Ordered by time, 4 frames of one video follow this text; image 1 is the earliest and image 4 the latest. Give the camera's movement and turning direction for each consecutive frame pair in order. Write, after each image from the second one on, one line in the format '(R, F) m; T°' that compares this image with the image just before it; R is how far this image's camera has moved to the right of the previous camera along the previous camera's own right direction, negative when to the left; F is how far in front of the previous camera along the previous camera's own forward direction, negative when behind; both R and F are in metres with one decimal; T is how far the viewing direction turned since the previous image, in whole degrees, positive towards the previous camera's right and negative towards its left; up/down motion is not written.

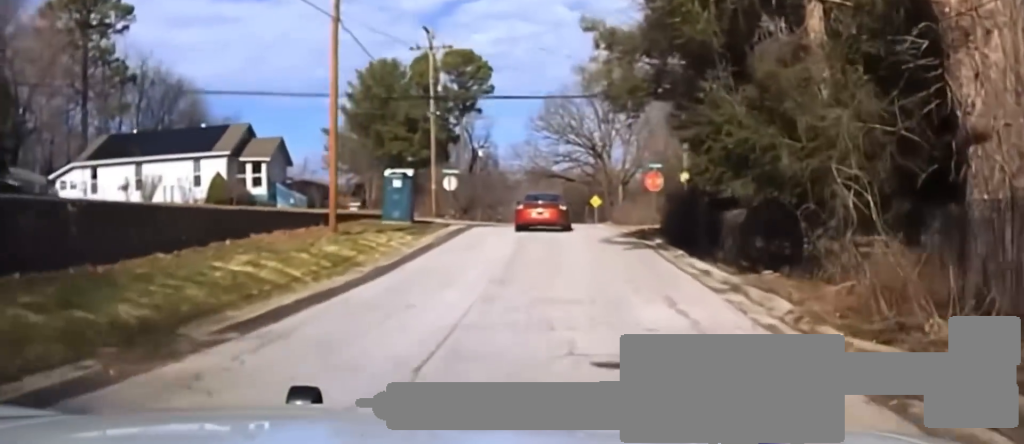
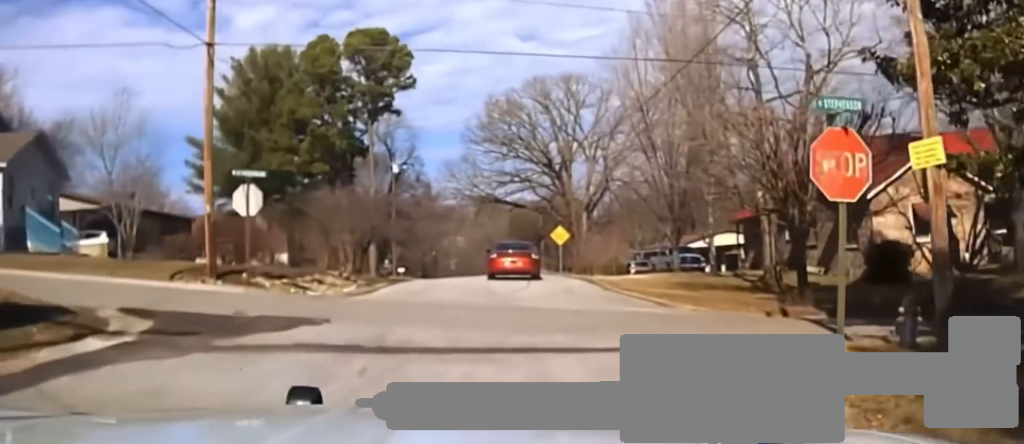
(+0.9, +30.6) m; +5°
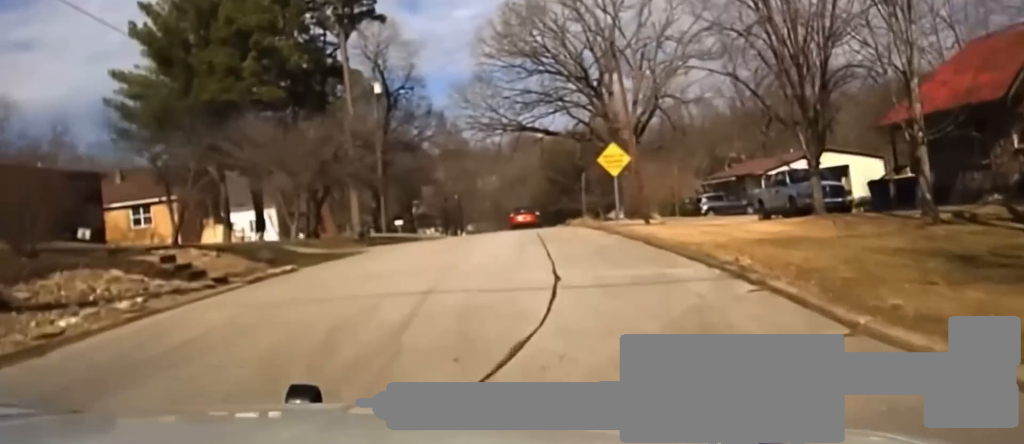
(-0.2, +20.2) m; -4°
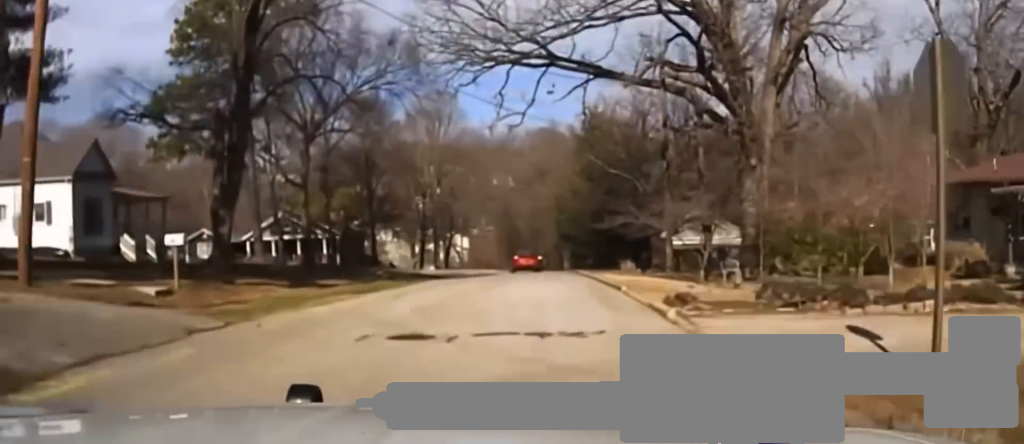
(-0.7, +35.2) m; -1°
